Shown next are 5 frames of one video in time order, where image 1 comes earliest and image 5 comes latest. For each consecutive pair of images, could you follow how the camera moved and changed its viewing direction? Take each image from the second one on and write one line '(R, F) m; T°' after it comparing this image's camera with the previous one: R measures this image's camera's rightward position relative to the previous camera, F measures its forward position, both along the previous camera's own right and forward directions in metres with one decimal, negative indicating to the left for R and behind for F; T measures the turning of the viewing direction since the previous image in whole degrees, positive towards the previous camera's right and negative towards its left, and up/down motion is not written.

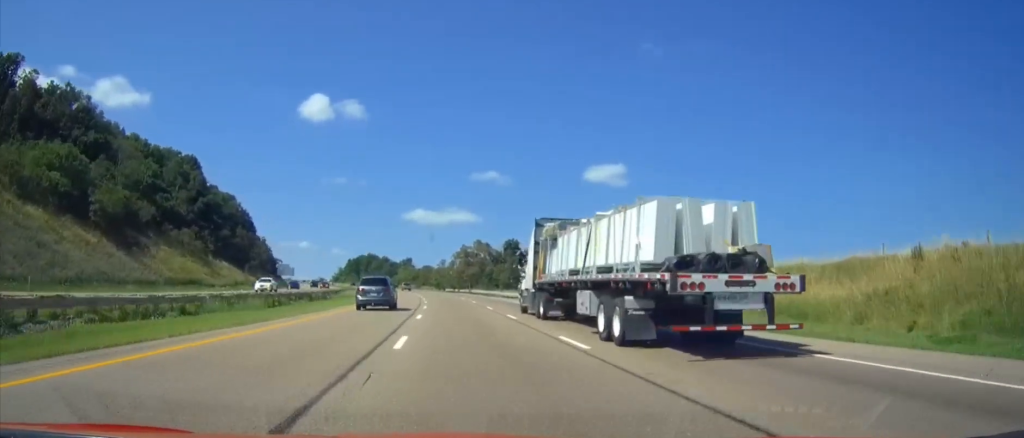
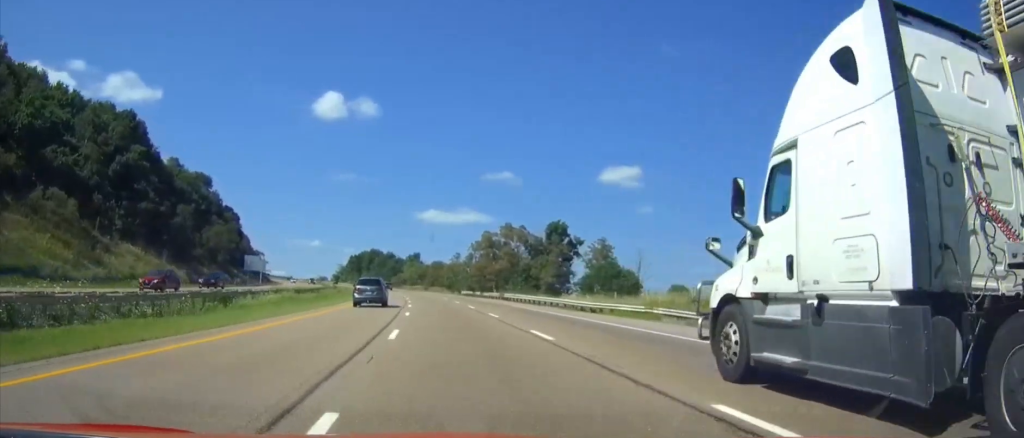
(-0.4, +46.7) m; -1°
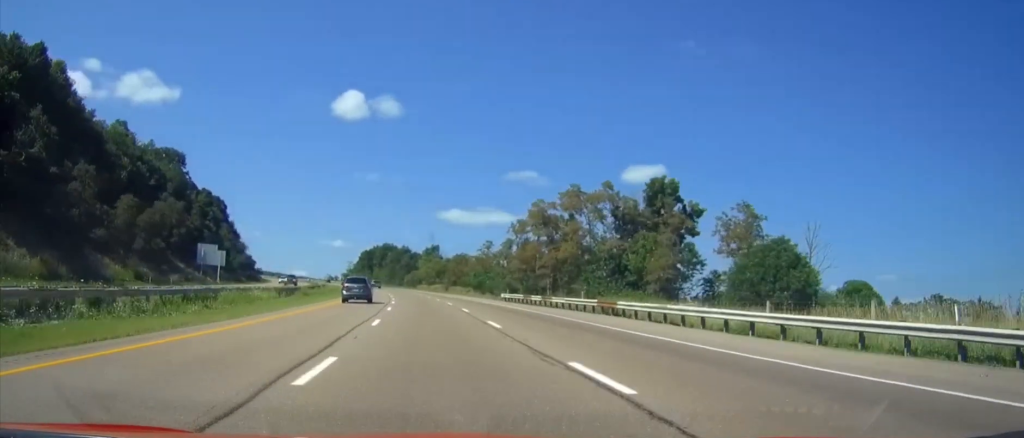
(-0.6, +44.4) m; -2°
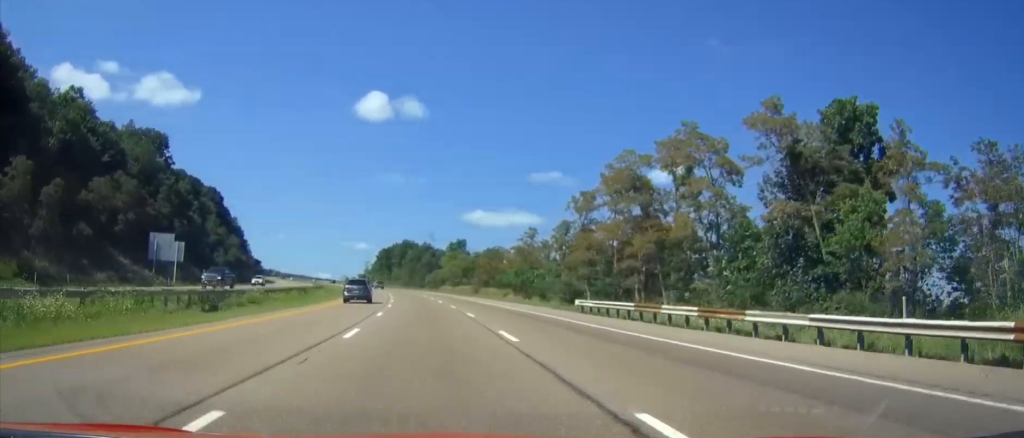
(-0.4, +29.5) m; -2°
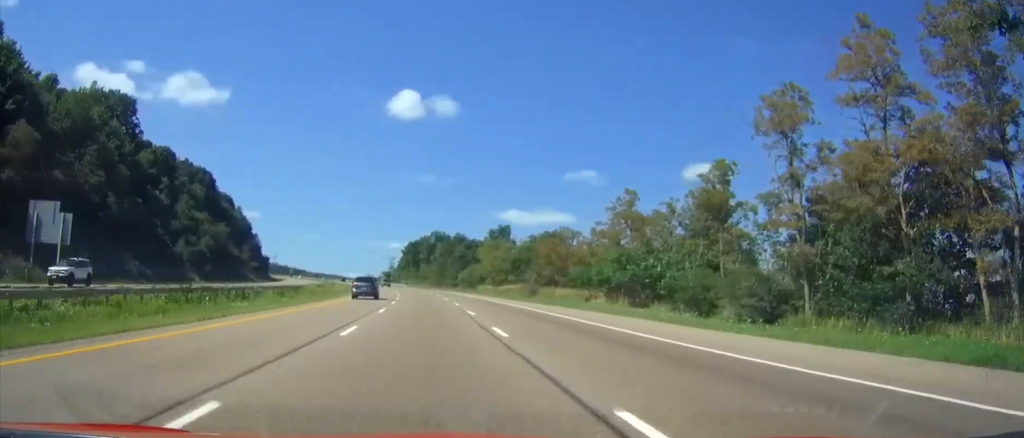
(-0.7, +36.4) m; -2°
